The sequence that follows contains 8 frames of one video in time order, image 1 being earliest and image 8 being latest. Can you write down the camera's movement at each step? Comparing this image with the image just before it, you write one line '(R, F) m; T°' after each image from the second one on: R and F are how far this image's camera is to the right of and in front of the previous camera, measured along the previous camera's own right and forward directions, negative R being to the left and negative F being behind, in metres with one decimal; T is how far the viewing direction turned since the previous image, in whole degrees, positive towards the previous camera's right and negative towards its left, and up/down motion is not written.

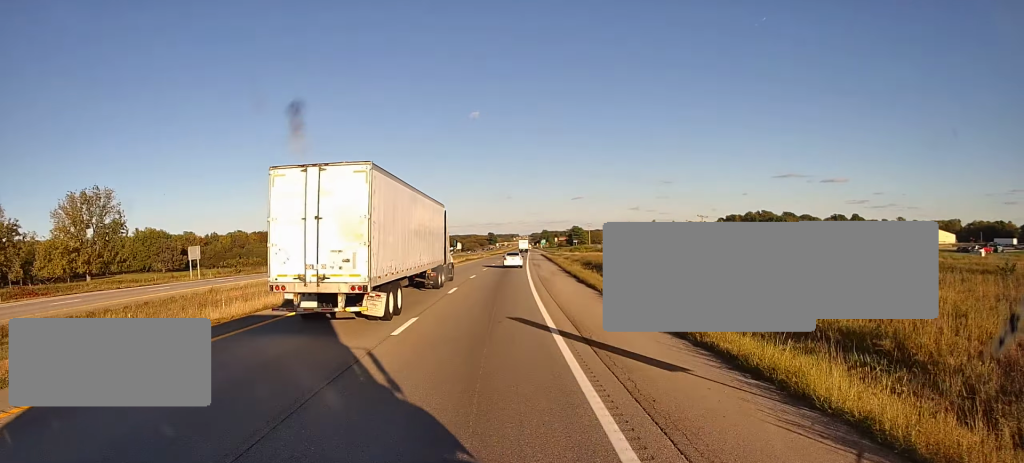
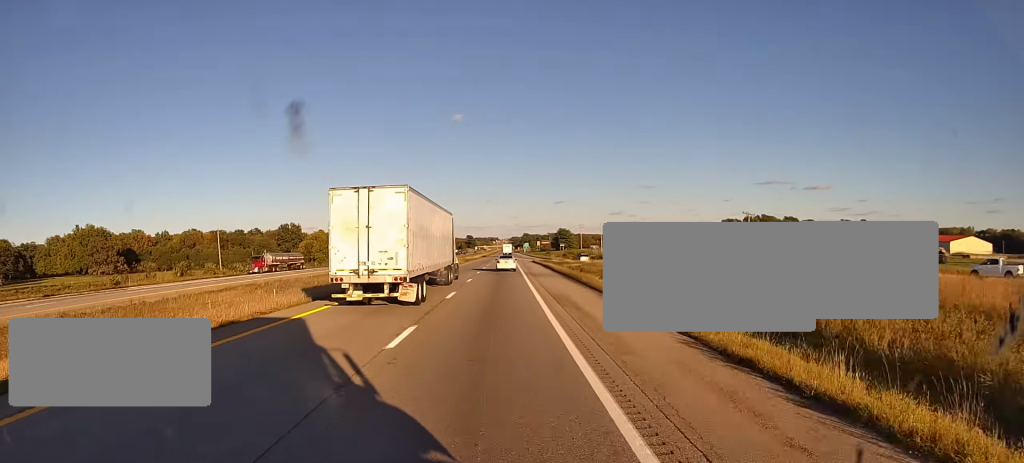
(+1.3, +38.6) m; +4°
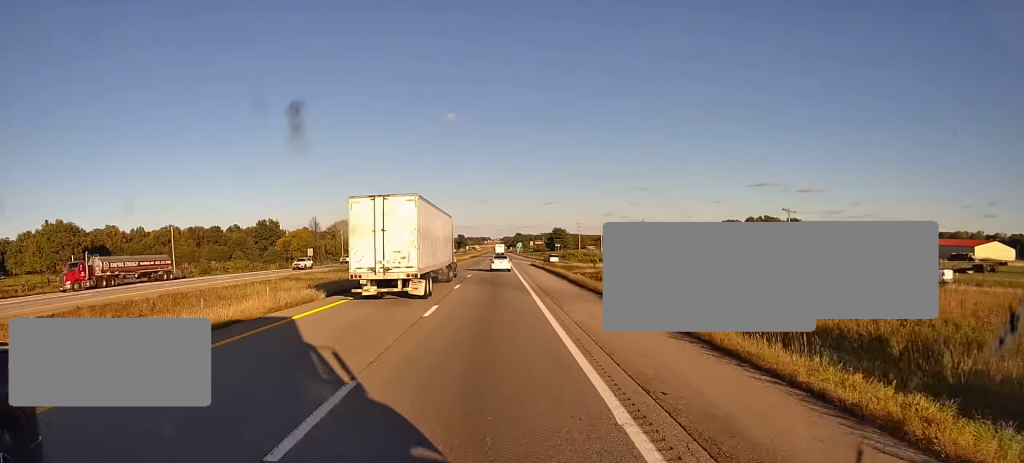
(+0.4, +19.1) m; +1°
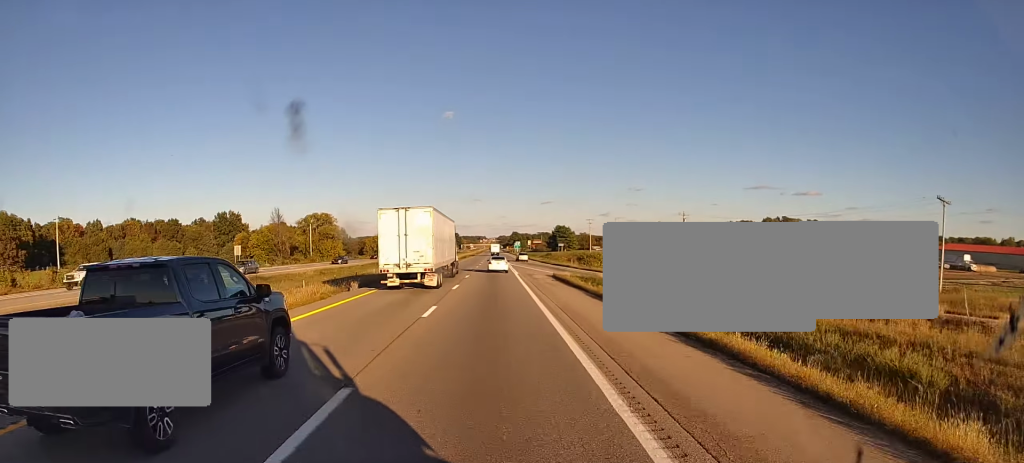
(+0.4, +37.7) m; +1°
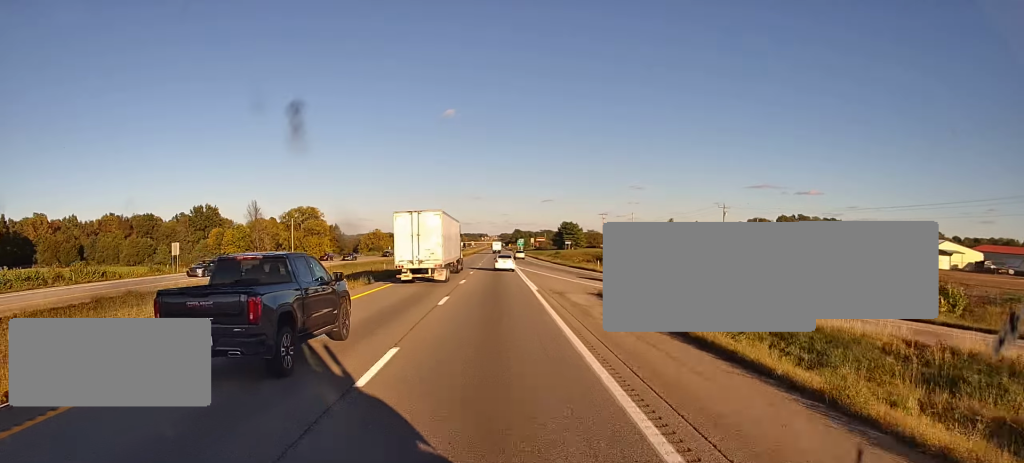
(+0.1, +21.5) m; +1°
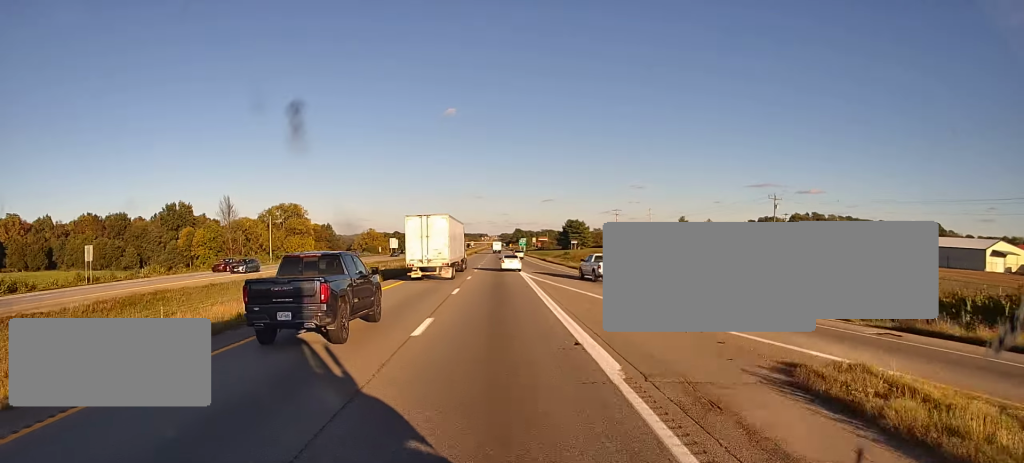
(+0.2, +19.5) m; +1°
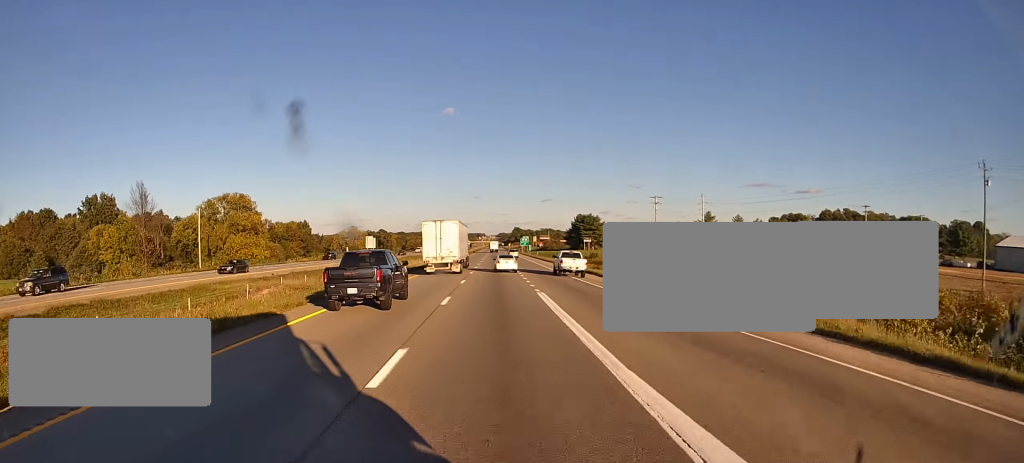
(-0.1, +41.4) m; 0°
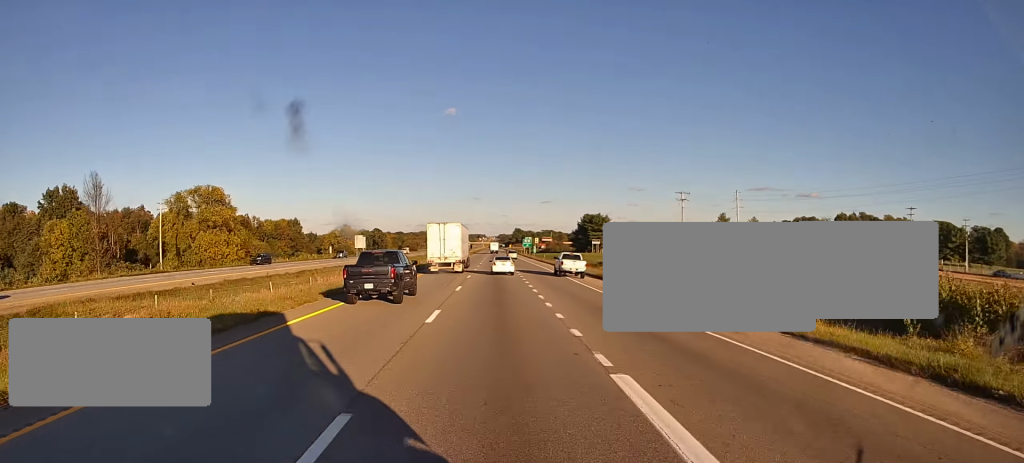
(-0.3, +16.6) m; 0°
